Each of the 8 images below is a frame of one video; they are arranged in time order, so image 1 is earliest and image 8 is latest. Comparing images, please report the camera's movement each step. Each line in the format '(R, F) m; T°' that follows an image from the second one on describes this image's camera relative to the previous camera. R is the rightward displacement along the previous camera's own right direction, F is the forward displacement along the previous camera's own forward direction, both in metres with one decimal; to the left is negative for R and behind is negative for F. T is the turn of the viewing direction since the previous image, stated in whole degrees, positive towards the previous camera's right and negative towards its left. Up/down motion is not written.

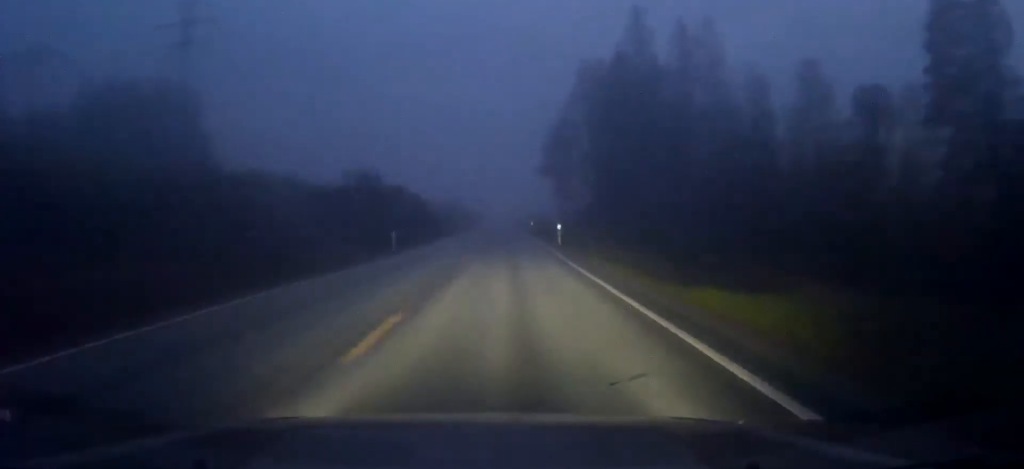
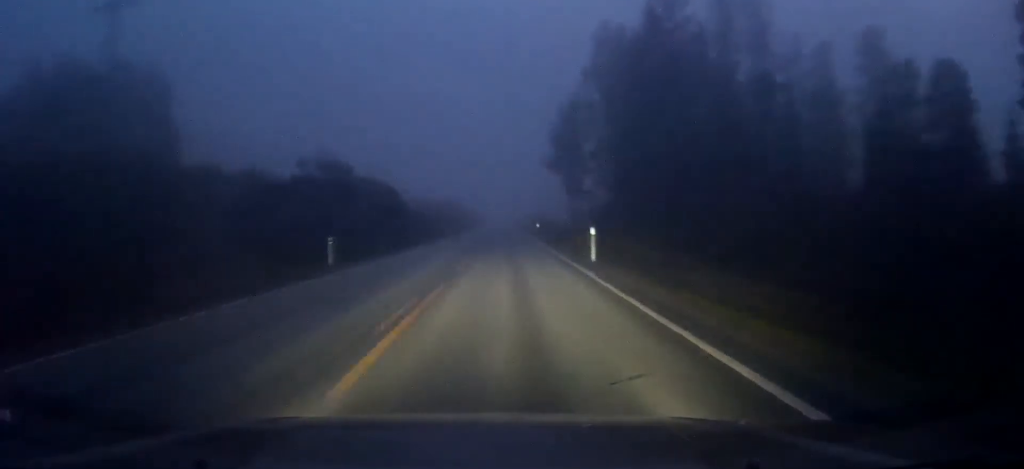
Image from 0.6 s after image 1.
(+0.1, +13.0) m; 0°
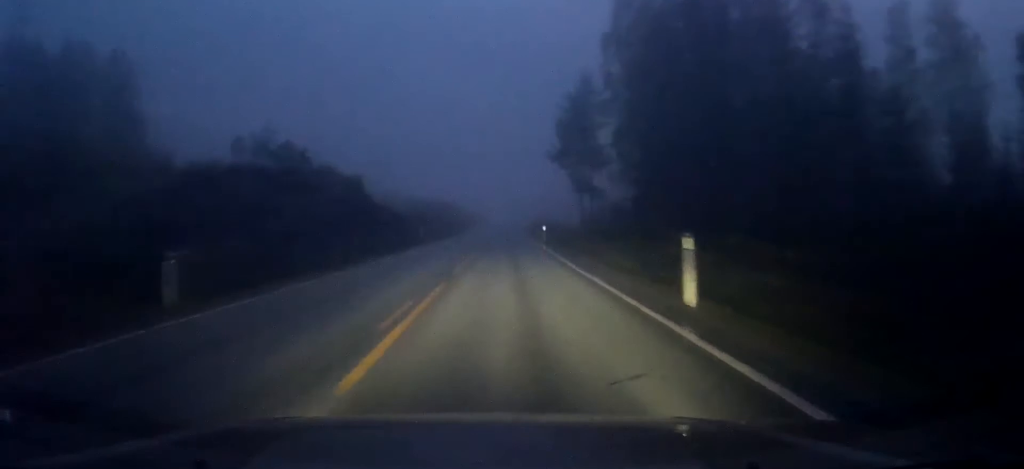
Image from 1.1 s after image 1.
(+0.1, +12.1) m; 0°
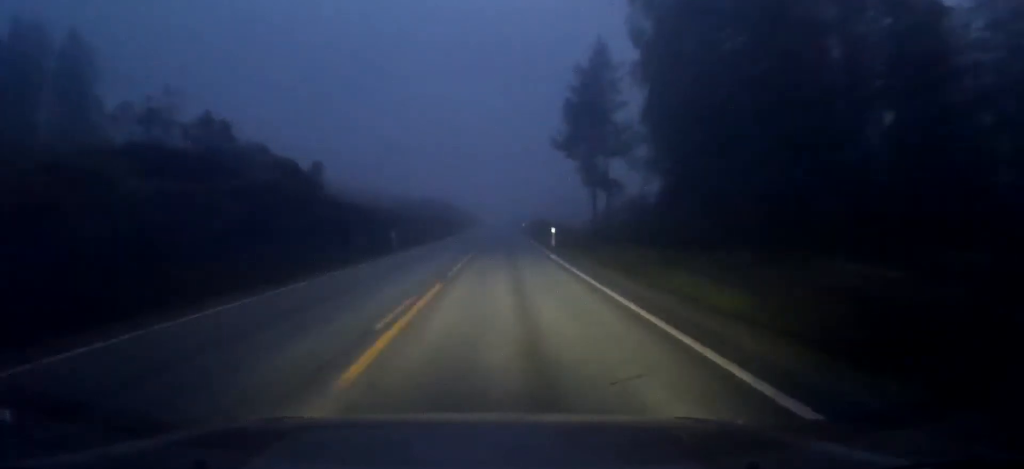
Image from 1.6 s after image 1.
(-0.2, +11.2) m; 0°
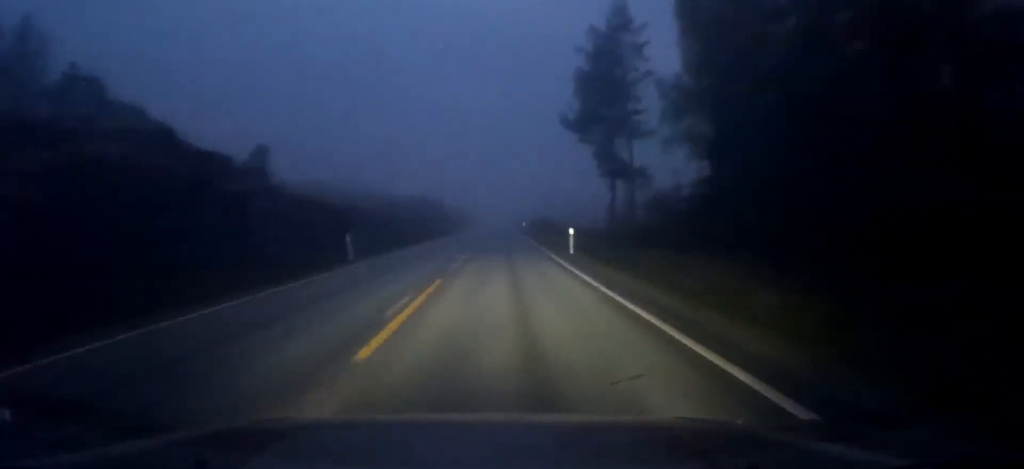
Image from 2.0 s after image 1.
(-0.2, +11.3) m; 0°
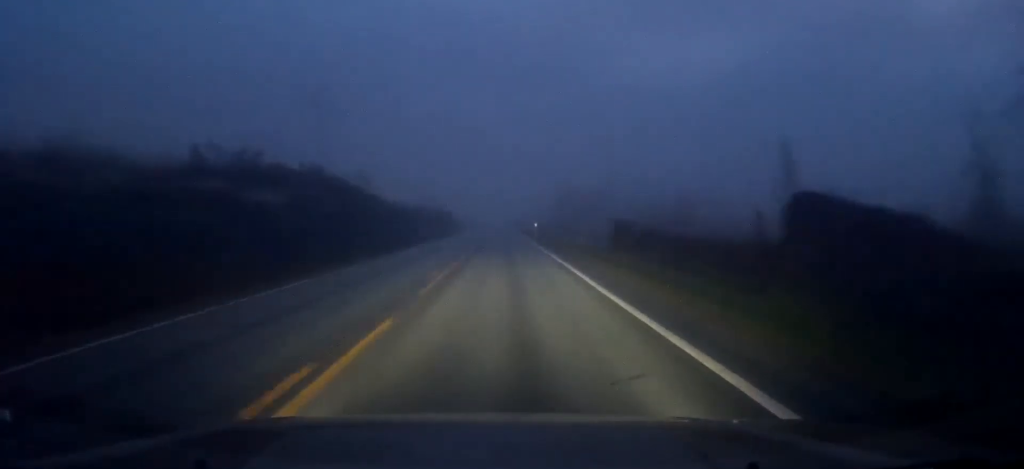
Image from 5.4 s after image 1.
(+0.3, +78.5) m; 0°
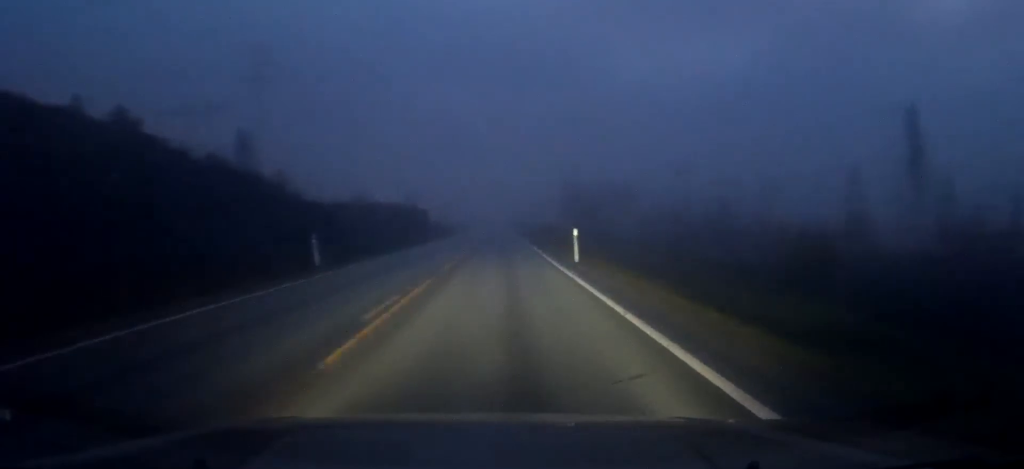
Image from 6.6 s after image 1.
(+0.1, +30.5) m; 0°
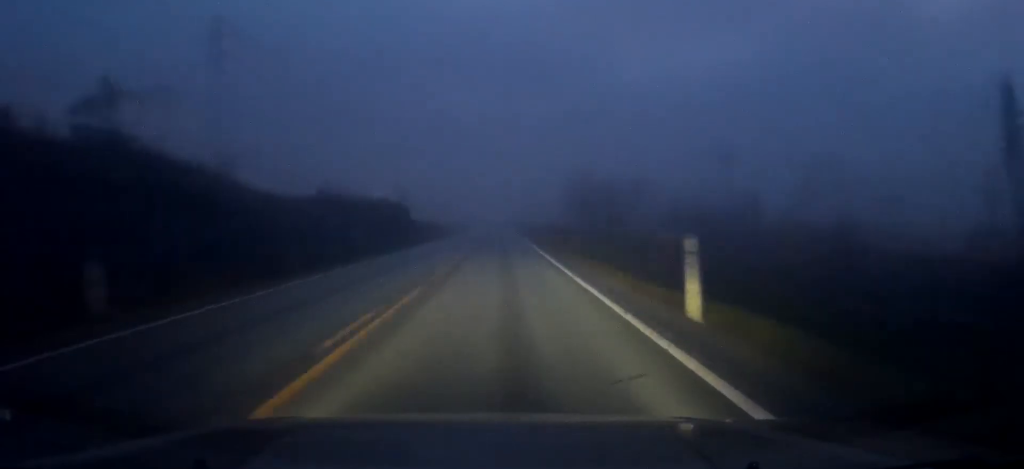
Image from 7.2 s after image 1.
(0.0, +14.3) m; 0°
